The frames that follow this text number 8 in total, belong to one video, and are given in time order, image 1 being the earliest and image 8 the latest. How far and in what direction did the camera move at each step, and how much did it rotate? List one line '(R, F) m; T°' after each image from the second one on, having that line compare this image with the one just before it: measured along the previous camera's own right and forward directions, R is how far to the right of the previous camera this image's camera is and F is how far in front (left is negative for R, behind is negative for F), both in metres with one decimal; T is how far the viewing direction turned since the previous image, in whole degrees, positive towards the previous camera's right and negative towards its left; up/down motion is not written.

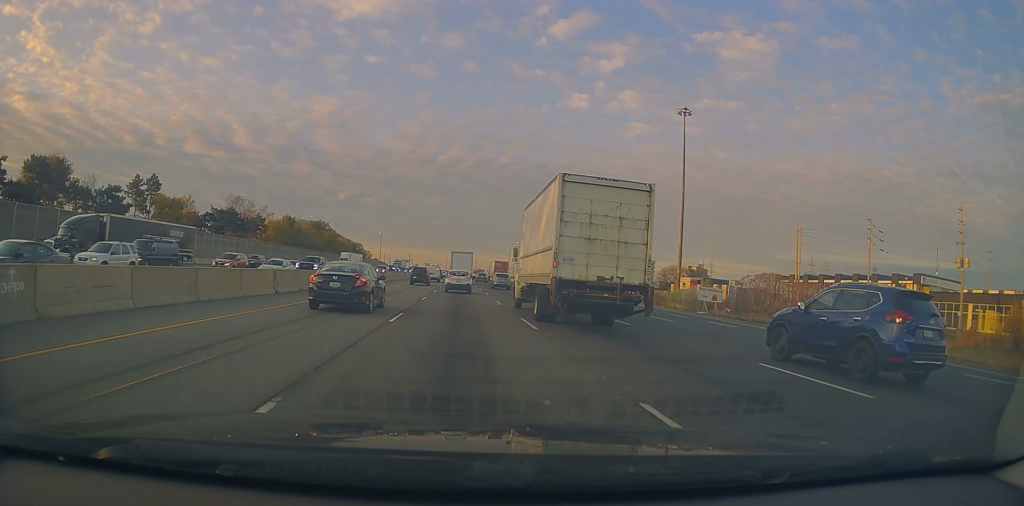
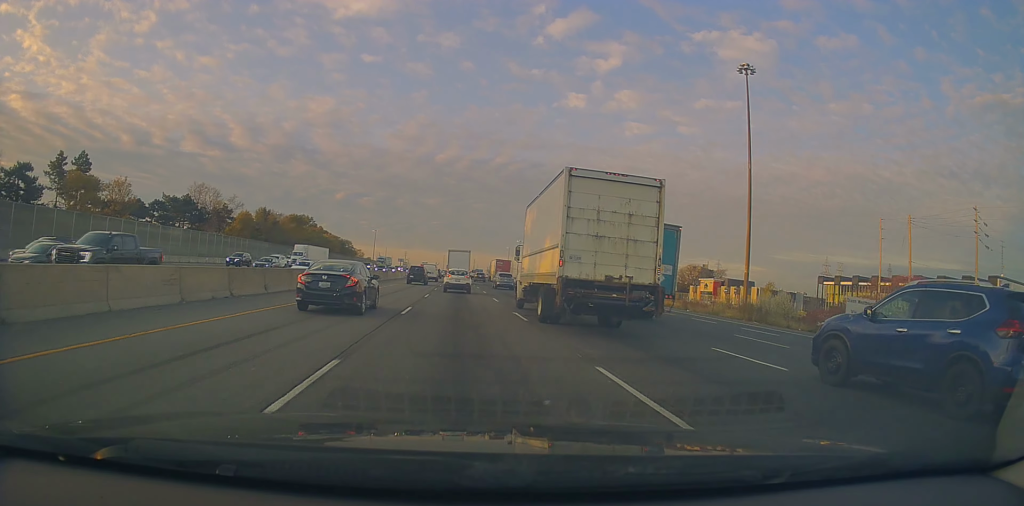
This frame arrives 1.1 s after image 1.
(+0.2, +21.4) m; -1°
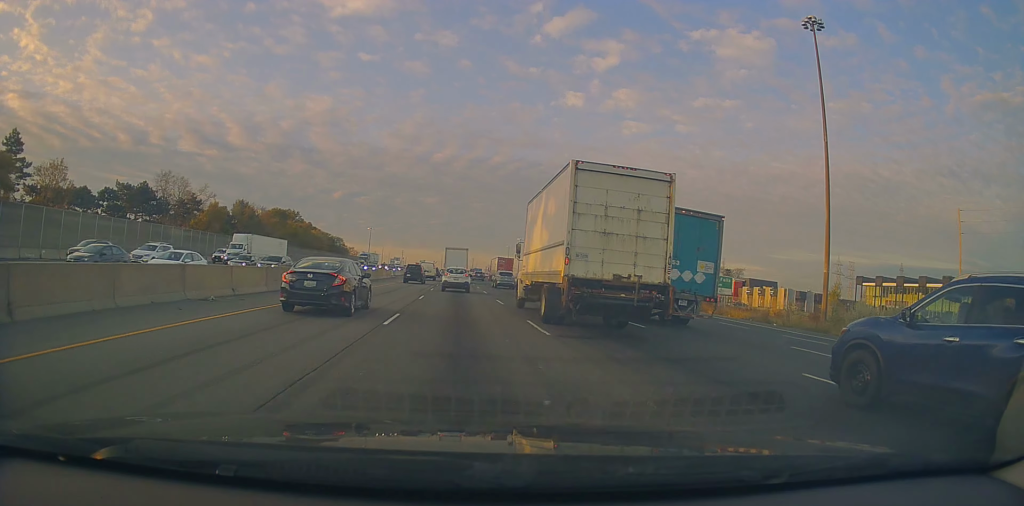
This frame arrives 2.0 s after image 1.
(-0.5, +15.7) m; 0°
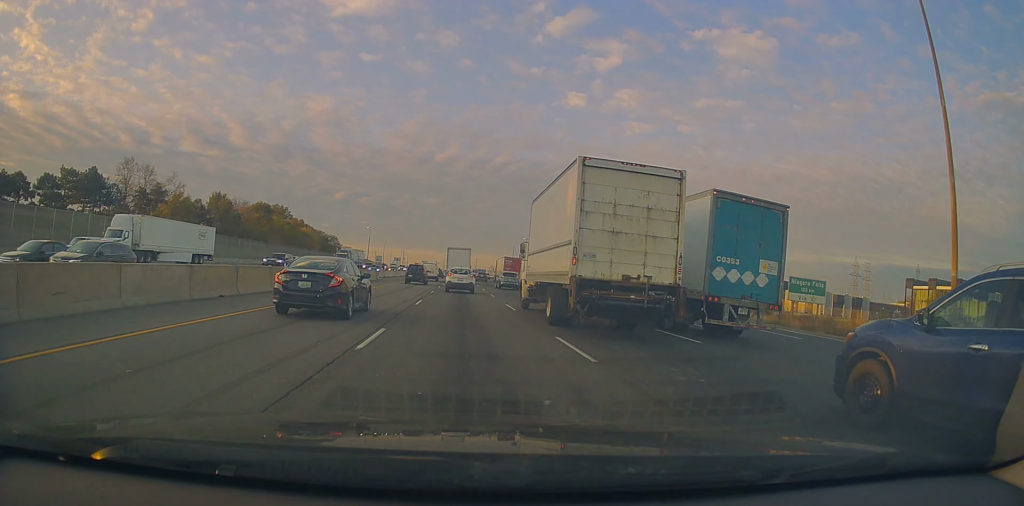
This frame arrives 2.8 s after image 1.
(+0.2, +15.8) m; +1°
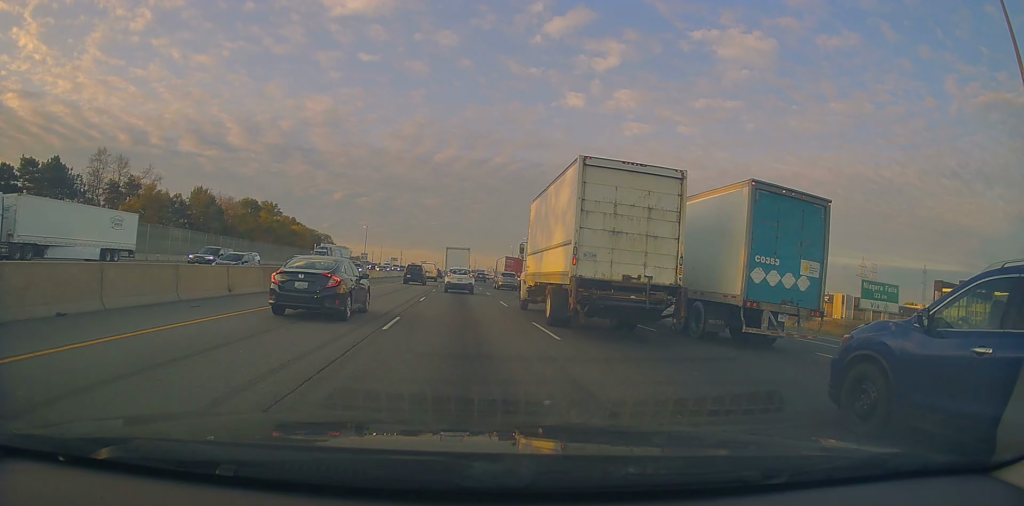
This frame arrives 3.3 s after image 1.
(+0.1, +8.9) m; +1°
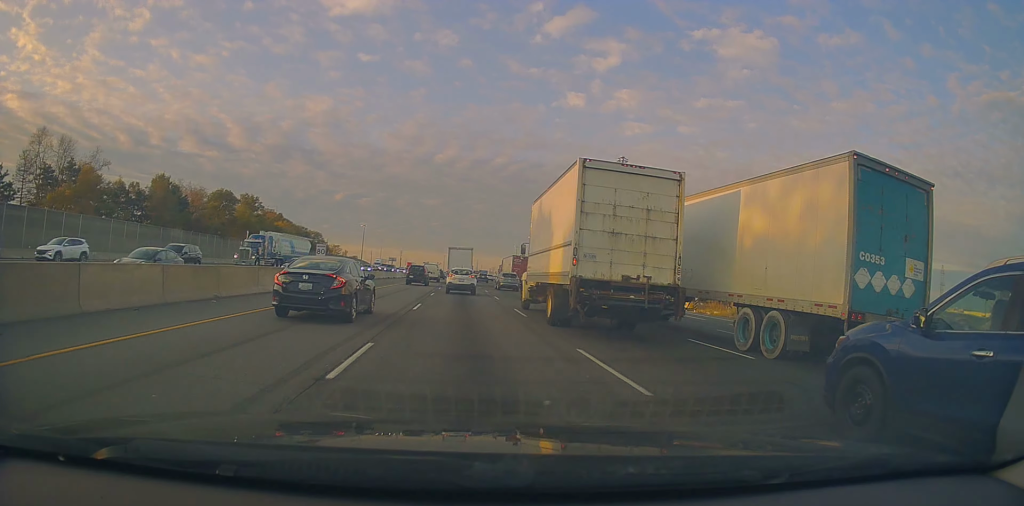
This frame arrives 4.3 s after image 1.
(0.0, +17.2) m; -1°
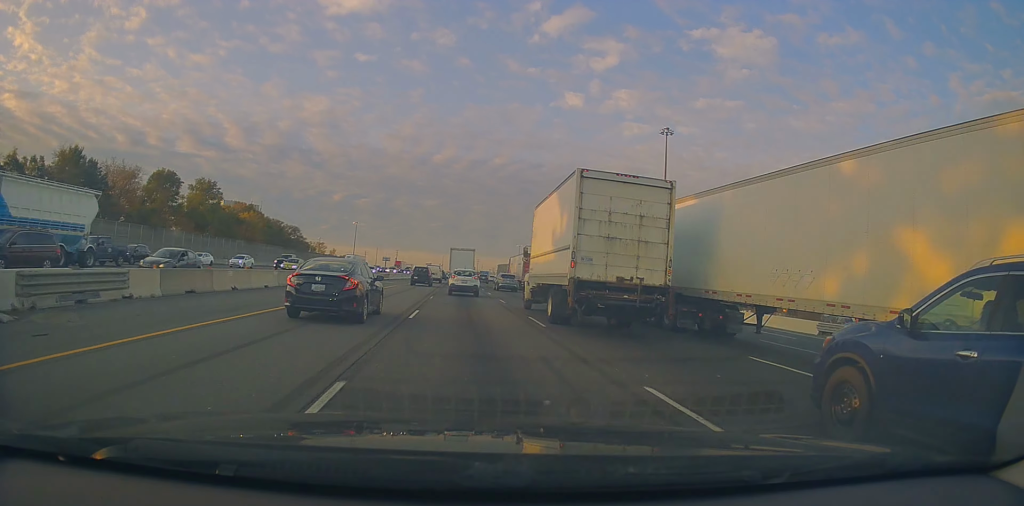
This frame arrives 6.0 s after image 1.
(-0.4, +26.9) m; 0°
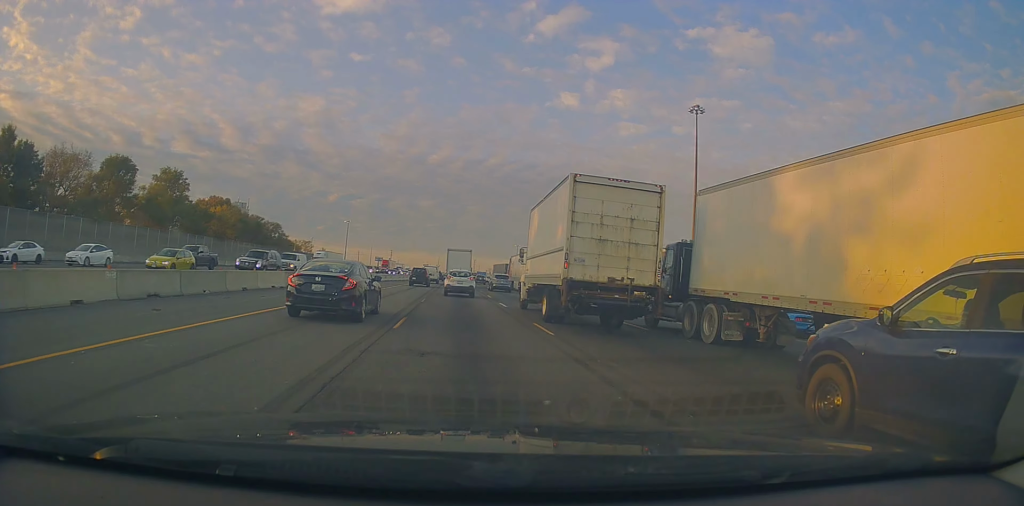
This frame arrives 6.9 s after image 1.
(+0.2, +14.5) m; +2°
